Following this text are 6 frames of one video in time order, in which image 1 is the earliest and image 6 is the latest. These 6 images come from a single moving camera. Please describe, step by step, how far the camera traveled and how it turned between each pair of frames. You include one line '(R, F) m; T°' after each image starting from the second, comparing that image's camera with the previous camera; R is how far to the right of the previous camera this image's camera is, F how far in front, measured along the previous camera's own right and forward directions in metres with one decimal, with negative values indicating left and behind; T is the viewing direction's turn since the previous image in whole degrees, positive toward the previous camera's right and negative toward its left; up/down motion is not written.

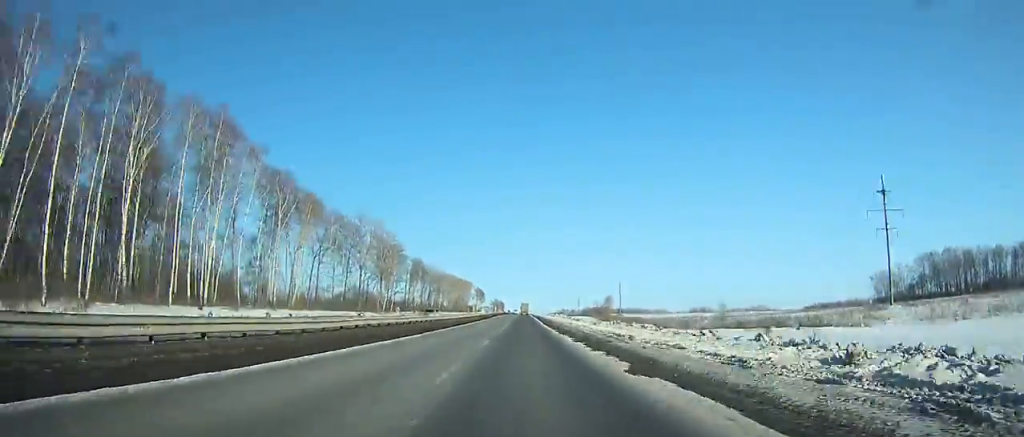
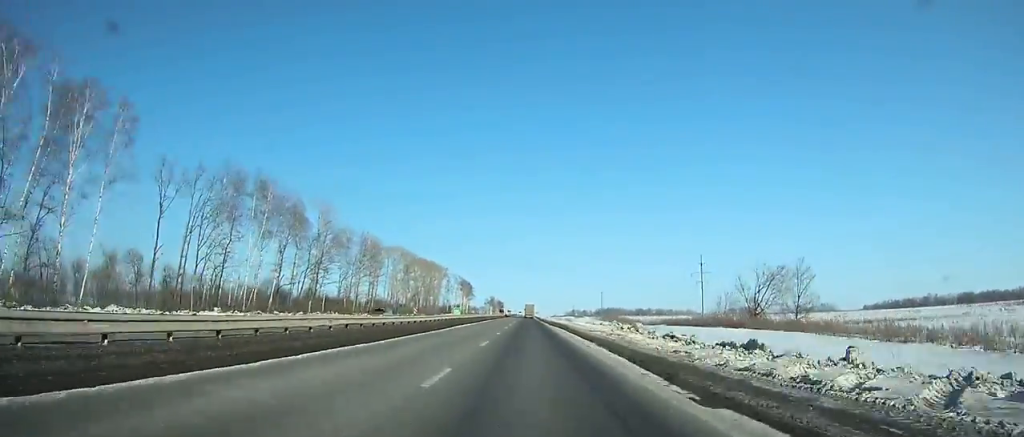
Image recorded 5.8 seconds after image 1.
(-0.1, +156.4) m; 0°
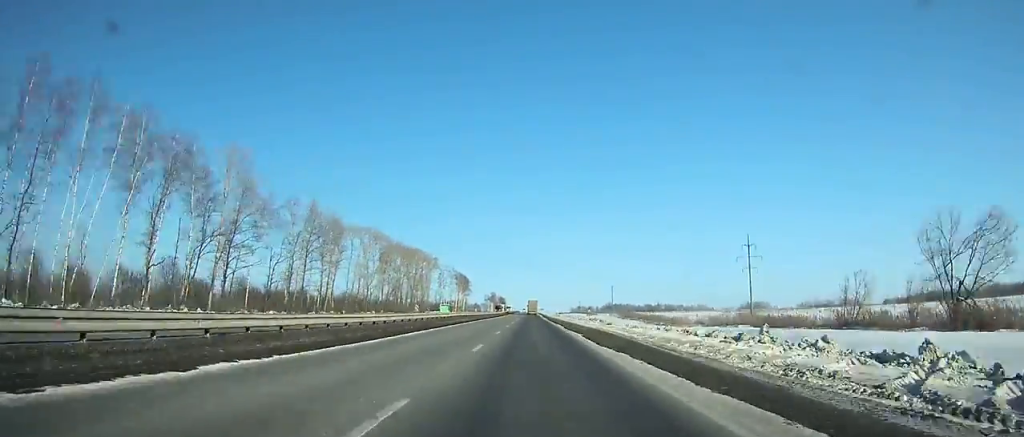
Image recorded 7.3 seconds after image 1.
(+0.1, +40.4) m; 0°
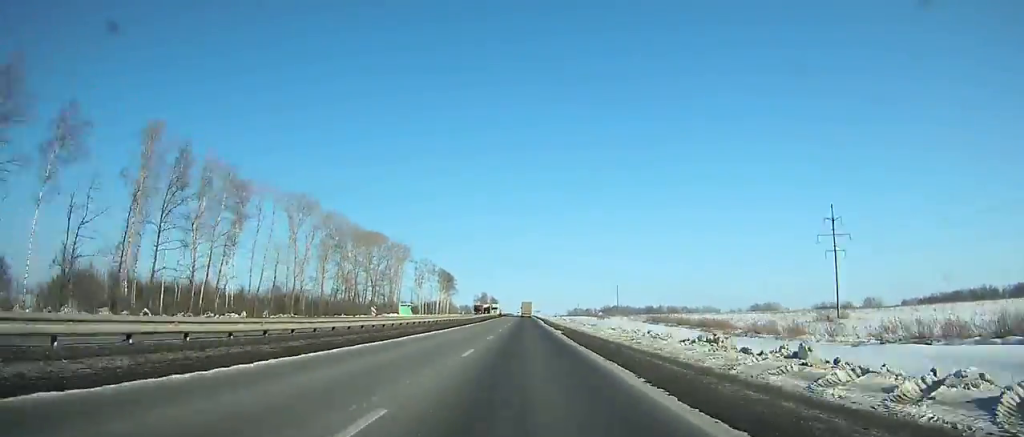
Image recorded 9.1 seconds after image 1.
(0.0, +48.3) m; 0°
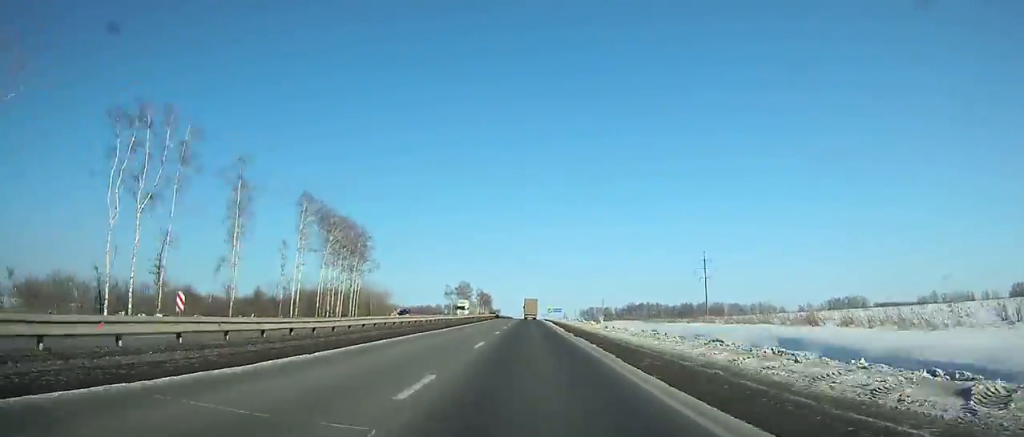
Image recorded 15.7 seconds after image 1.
(-0.3, +174.6) m; 0°
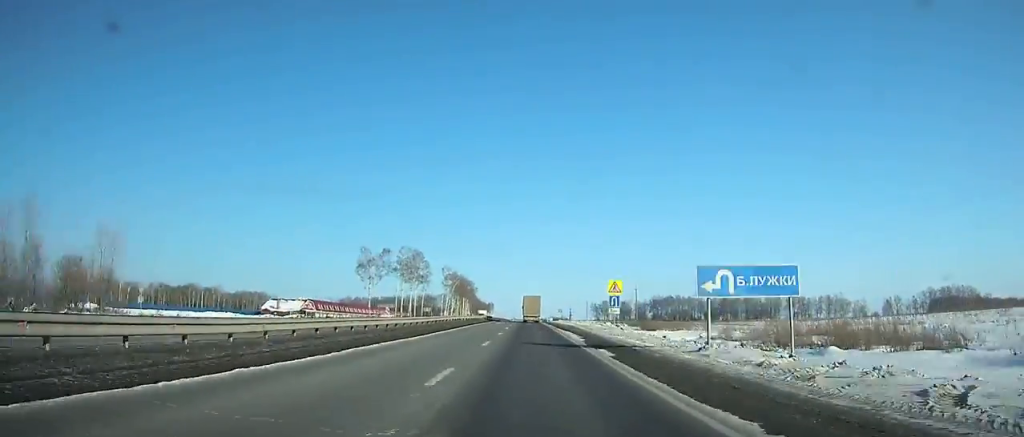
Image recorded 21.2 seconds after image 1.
(+0.1, +140.0) m; 0°
